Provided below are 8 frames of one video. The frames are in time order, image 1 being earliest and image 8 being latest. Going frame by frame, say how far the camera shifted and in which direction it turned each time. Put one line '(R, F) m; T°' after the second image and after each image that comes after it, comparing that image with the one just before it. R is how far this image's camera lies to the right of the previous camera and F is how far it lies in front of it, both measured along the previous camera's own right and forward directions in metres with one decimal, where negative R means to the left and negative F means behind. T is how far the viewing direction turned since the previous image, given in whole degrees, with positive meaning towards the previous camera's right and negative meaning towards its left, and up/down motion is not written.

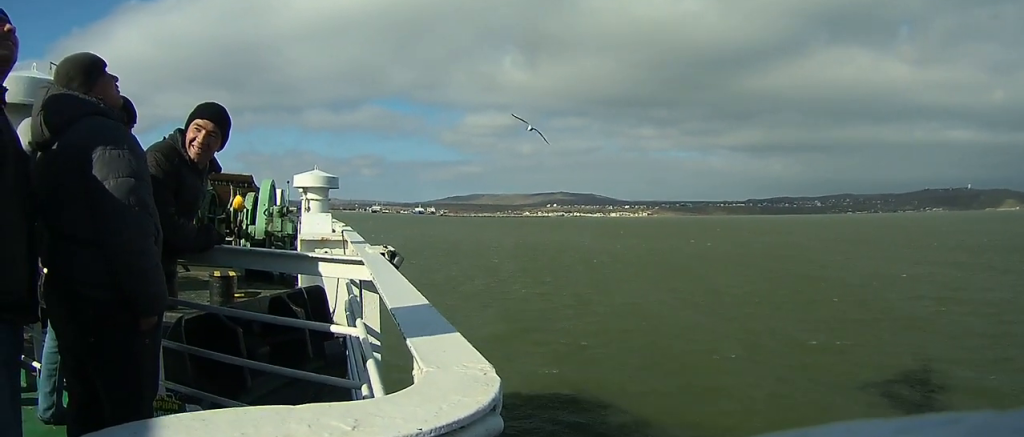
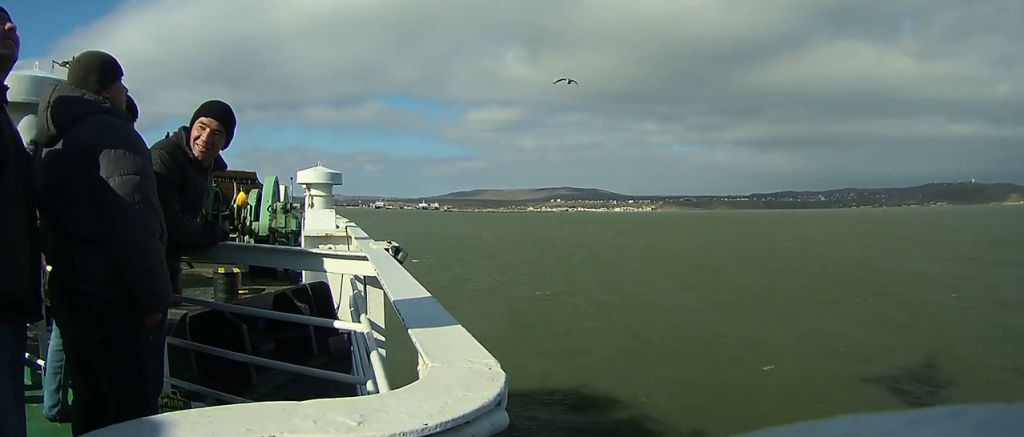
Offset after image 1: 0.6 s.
(0.0, +2.5) m; +1°
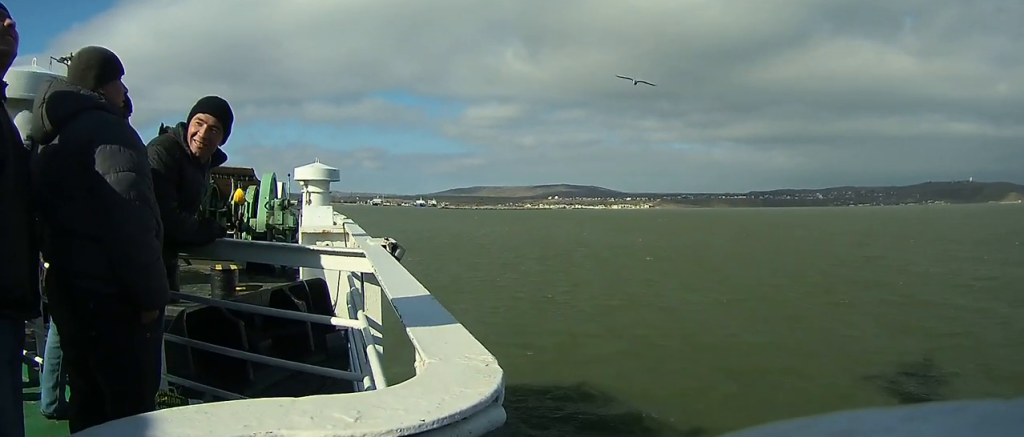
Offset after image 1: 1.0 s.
(0.0, +1.8) m; +1°
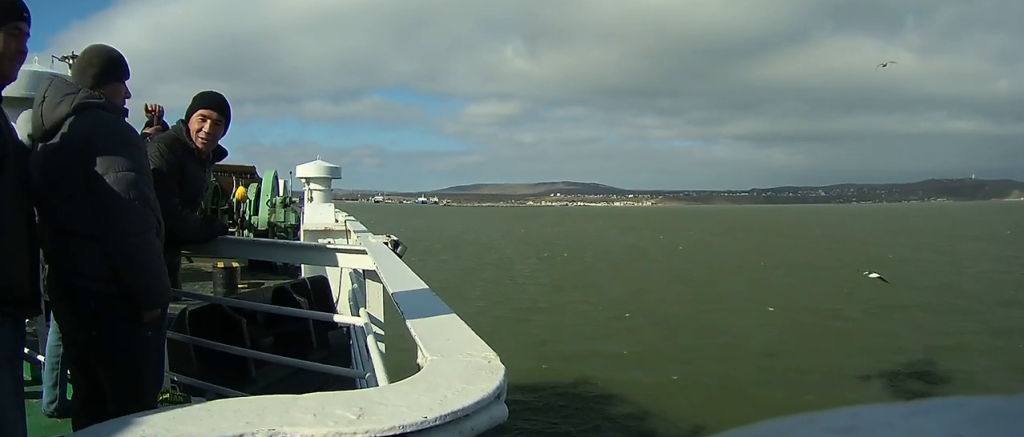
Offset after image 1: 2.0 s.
(0.0, +4.1) m; +1°
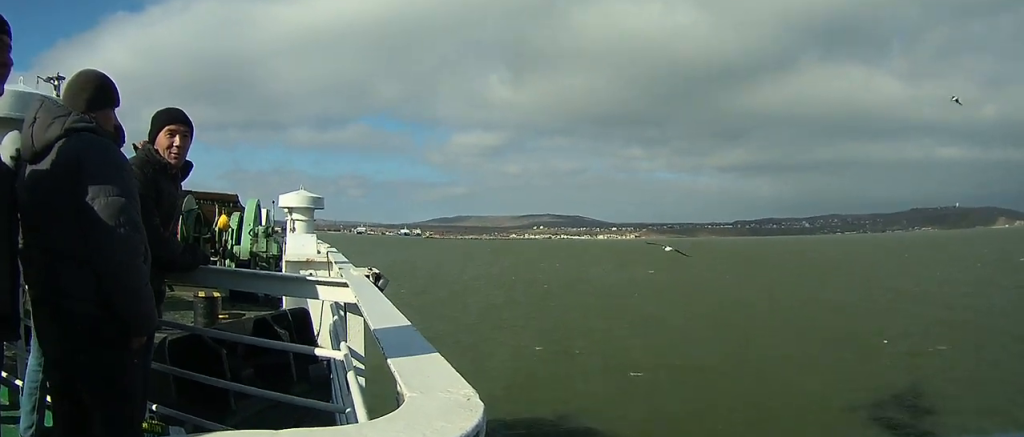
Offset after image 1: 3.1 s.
(0.0, +4.8) m; 0°
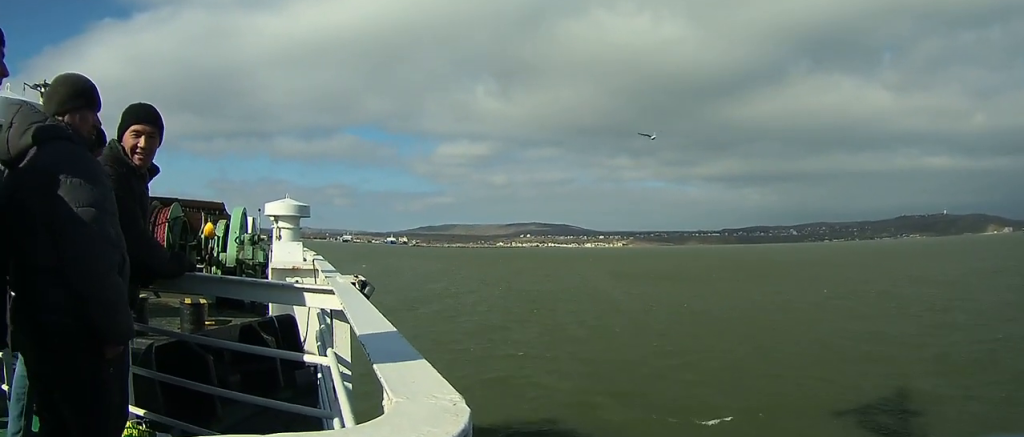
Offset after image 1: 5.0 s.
(+0.1, +8.1) m; +1°
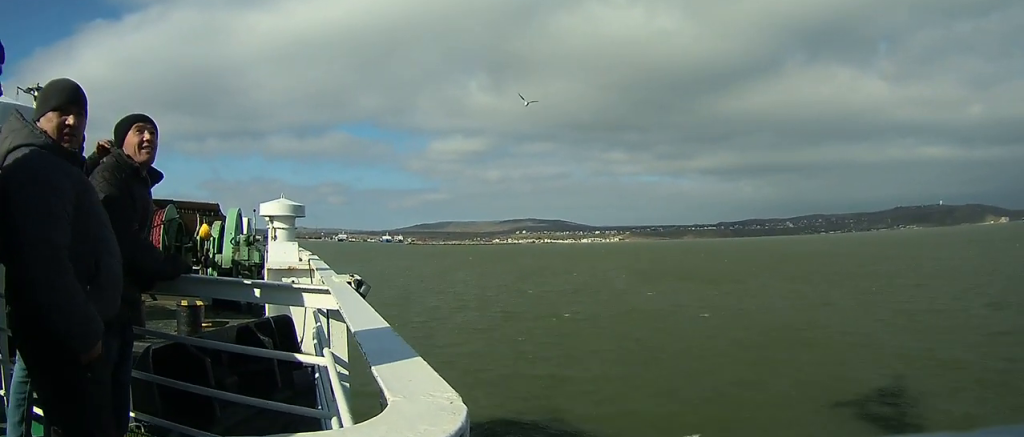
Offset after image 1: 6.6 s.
(0.0, +6.6) m; -1°
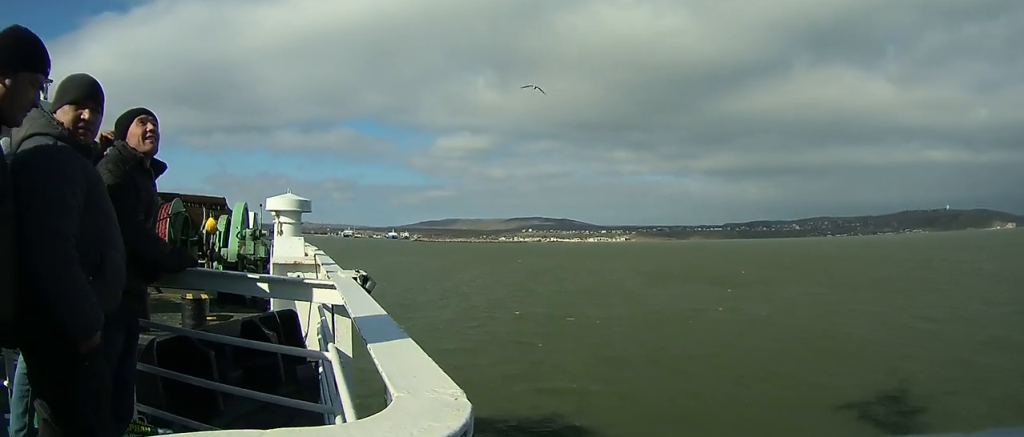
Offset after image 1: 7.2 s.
(0.0, +2.5) m; 0°
